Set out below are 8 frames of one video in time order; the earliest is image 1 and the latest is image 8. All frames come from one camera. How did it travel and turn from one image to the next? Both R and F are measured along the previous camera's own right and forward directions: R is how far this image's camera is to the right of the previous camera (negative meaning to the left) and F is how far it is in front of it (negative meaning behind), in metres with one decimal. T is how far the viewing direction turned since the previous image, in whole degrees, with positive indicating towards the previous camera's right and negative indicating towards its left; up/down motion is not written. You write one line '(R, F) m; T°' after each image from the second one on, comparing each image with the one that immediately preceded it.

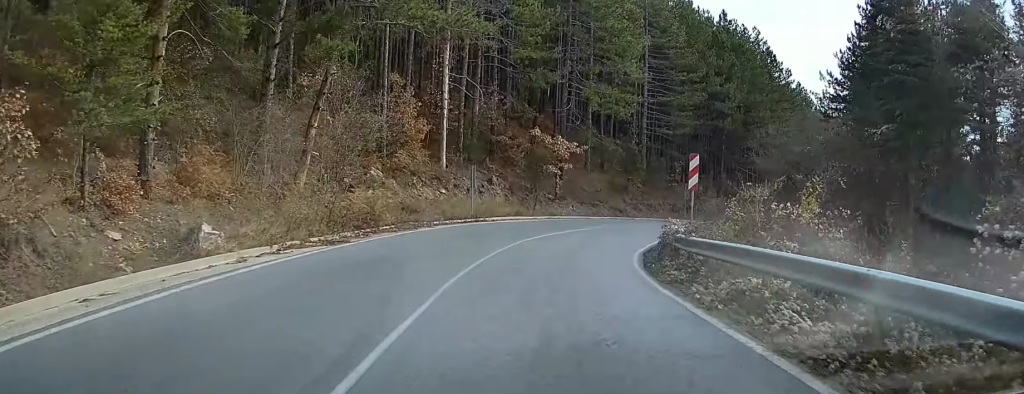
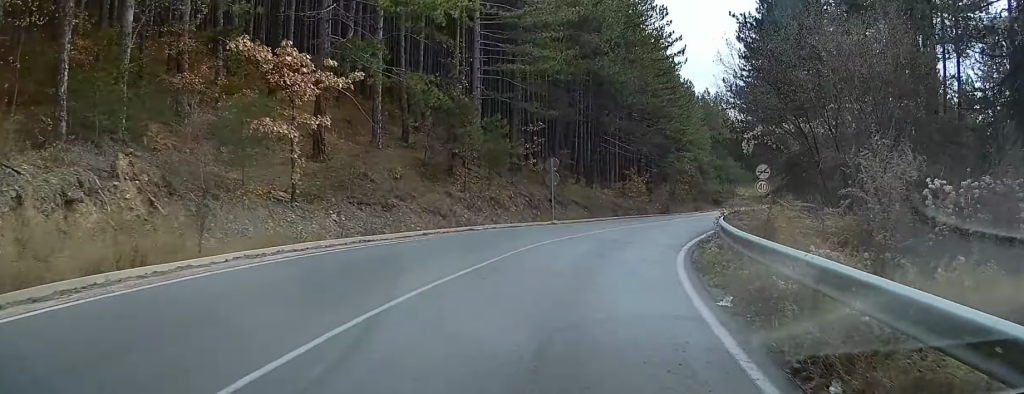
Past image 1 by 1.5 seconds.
(+2.1, +24.0) m; +13°
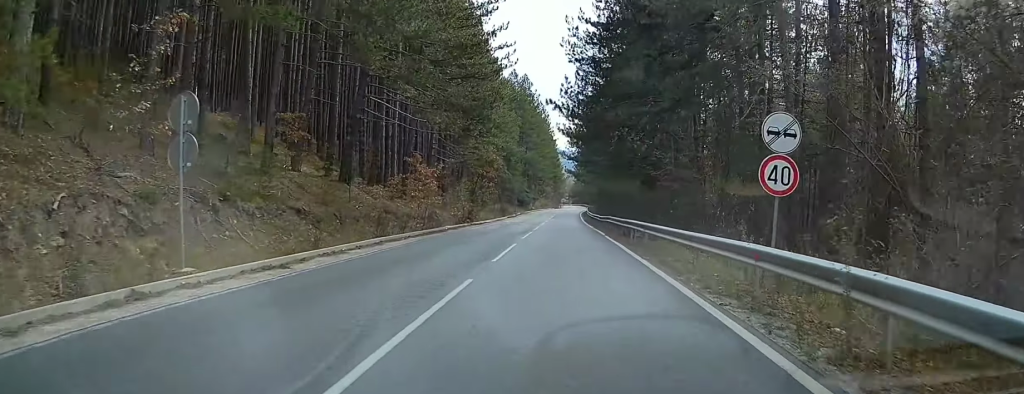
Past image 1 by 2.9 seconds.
(+3.9, +20.9) m; +19°
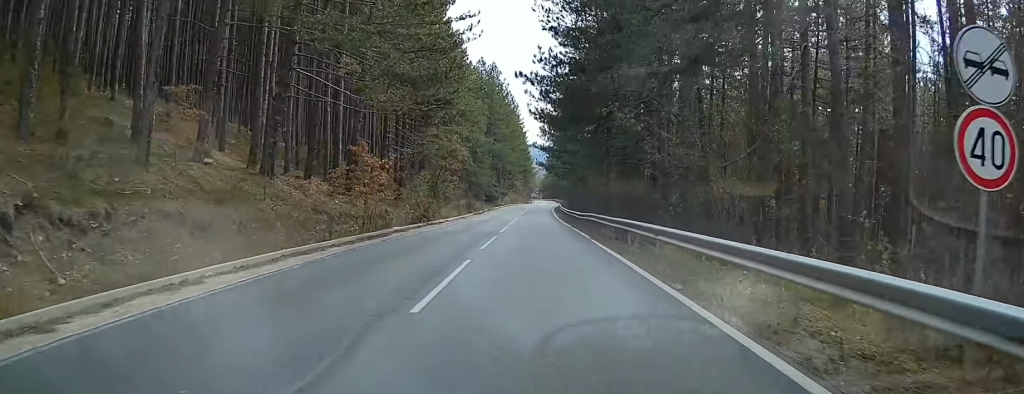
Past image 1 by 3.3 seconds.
(+0.4, +6.4) m; +4°
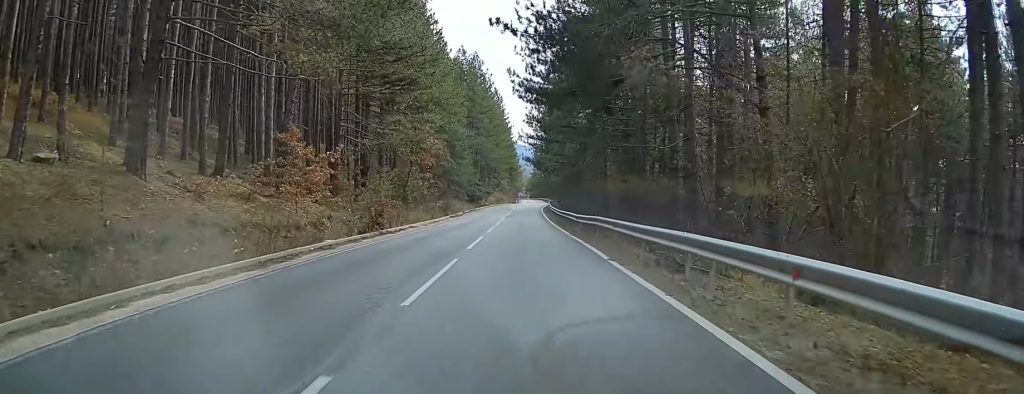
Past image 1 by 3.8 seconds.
(0.0, +8.4) m; +1°
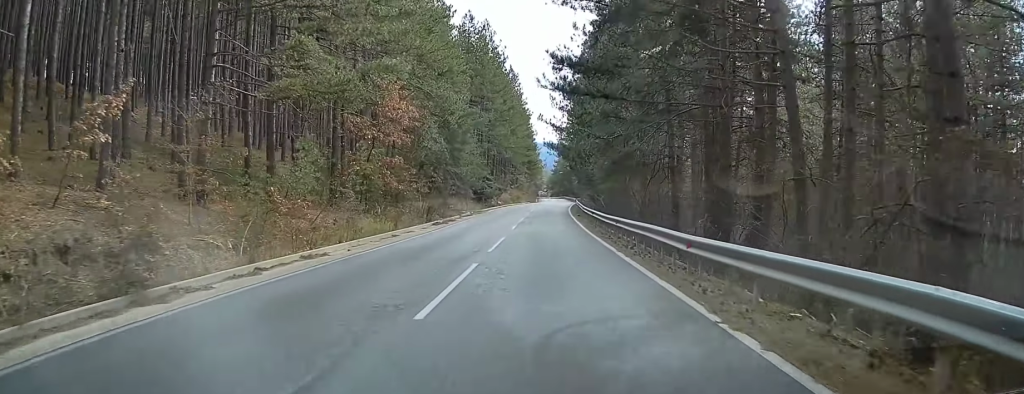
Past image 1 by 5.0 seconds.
(+0.3, +19.6) m; 0°
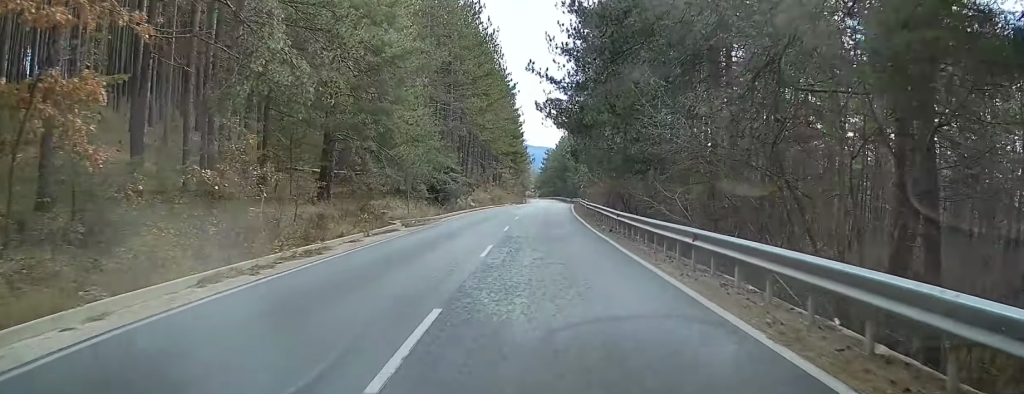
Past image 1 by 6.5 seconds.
(-0.3, +24.6) m; -1°
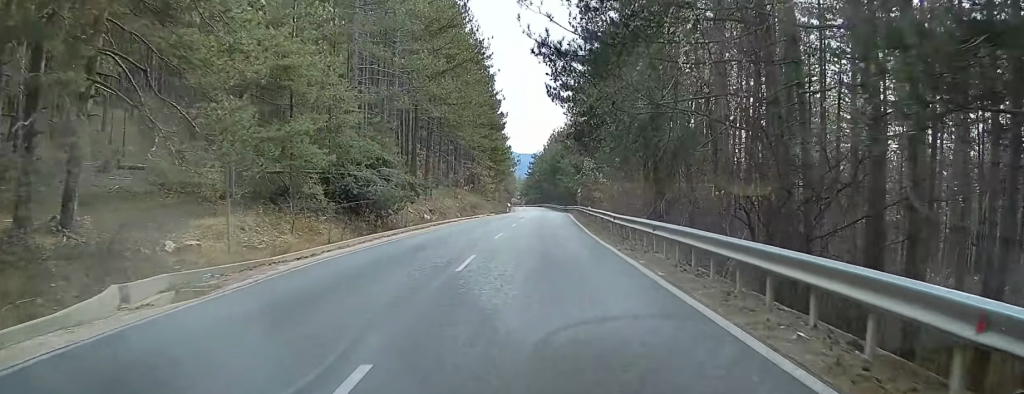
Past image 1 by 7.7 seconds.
(+0.1, +20.5) m; +1°
